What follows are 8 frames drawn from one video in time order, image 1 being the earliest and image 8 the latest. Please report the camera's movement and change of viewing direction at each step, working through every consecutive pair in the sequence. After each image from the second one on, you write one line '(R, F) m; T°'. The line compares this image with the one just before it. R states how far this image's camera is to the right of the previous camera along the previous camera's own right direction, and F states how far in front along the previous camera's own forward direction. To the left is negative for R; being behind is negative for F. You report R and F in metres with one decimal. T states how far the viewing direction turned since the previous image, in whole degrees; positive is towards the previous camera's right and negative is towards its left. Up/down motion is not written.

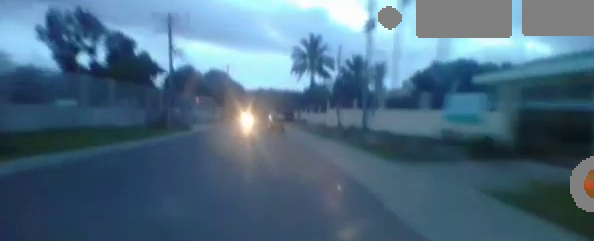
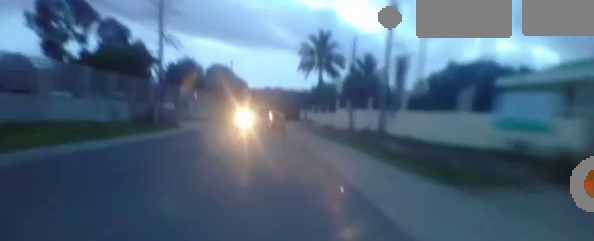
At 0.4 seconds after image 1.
(-0.4, +4.1) m; -1°
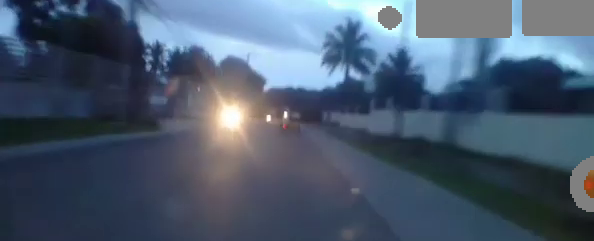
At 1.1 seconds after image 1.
(-0.2, +7.4) m; -1°
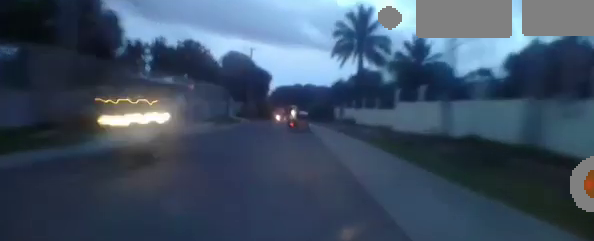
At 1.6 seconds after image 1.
(+0.2, +4.9) m; 0°
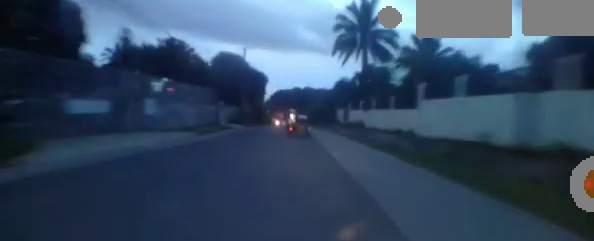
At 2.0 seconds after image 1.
(0.0, +4.5) m; -1°
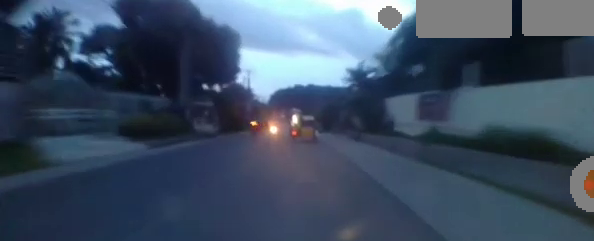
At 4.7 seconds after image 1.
(-1.2, +27.2) m; -3°
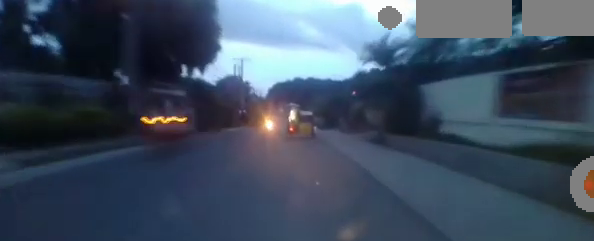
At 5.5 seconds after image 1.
(0.0, +7.4) m; 0°
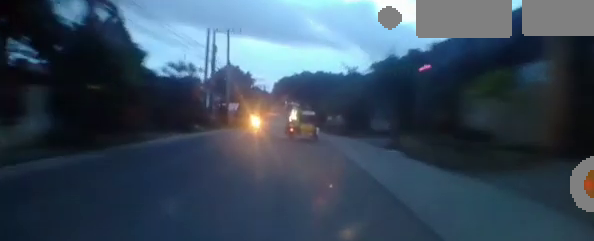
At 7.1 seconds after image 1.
(0.0, +15.4) m; 0°
